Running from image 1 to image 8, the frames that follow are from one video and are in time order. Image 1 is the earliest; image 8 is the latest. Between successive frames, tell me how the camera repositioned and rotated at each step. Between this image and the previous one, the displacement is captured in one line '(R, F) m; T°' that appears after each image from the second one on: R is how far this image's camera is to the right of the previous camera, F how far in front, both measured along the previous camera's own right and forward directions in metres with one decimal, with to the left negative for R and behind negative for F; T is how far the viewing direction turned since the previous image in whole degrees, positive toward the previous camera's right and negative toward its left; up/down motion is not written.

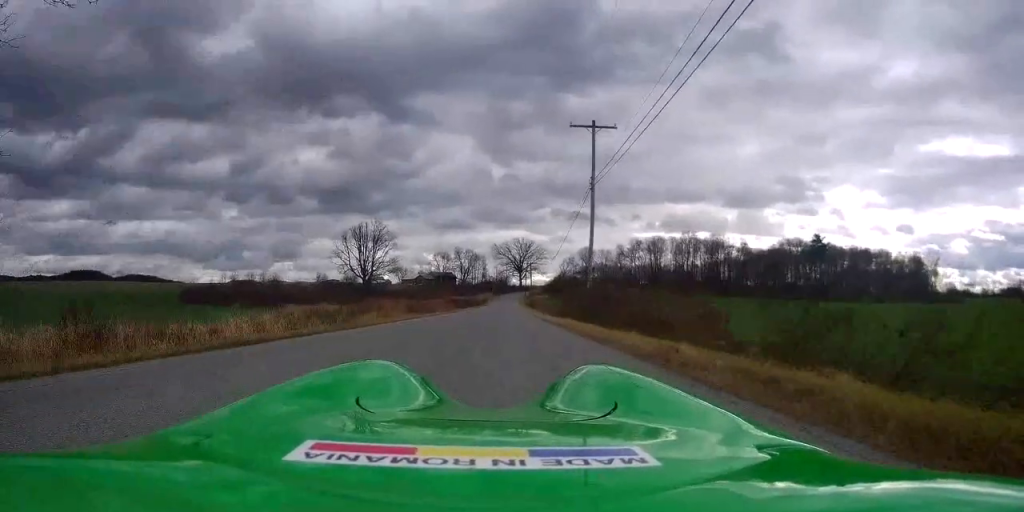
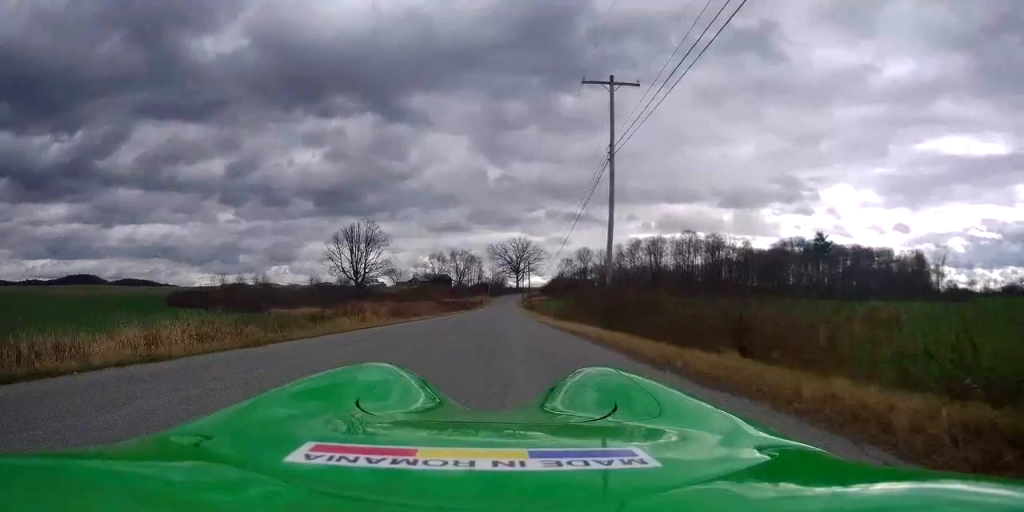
(0.0, +6.0) m; +1°
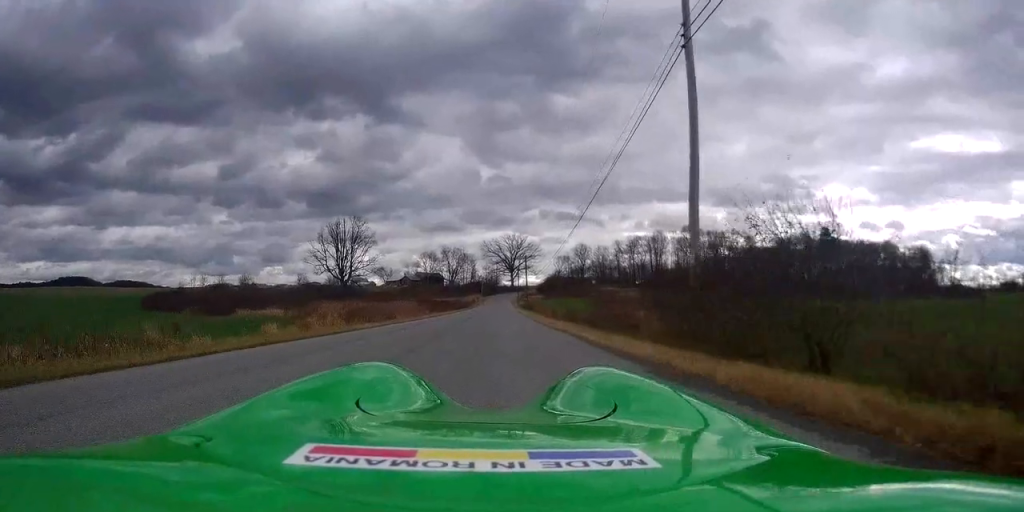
(+0.2, +10.9) m; -1°
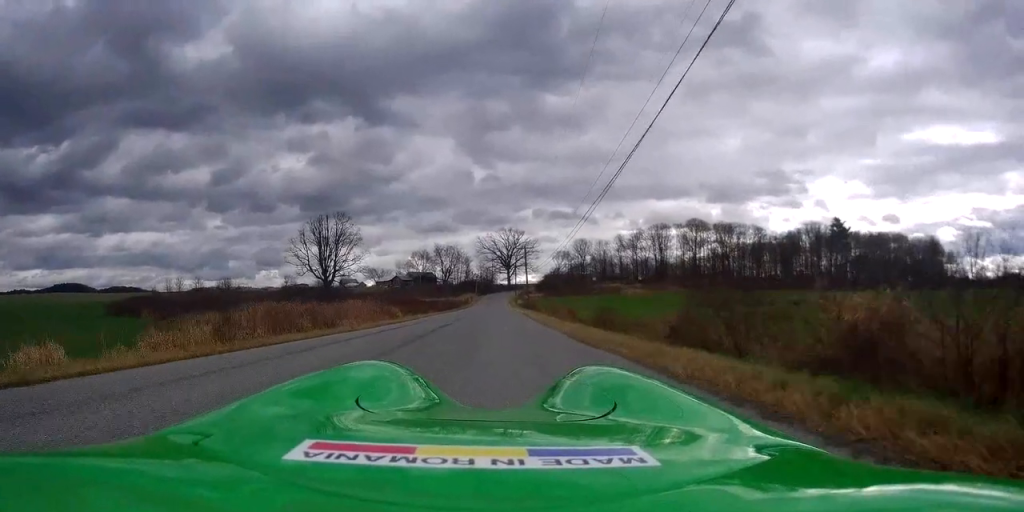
(-0.4, +14.0) m; +1°
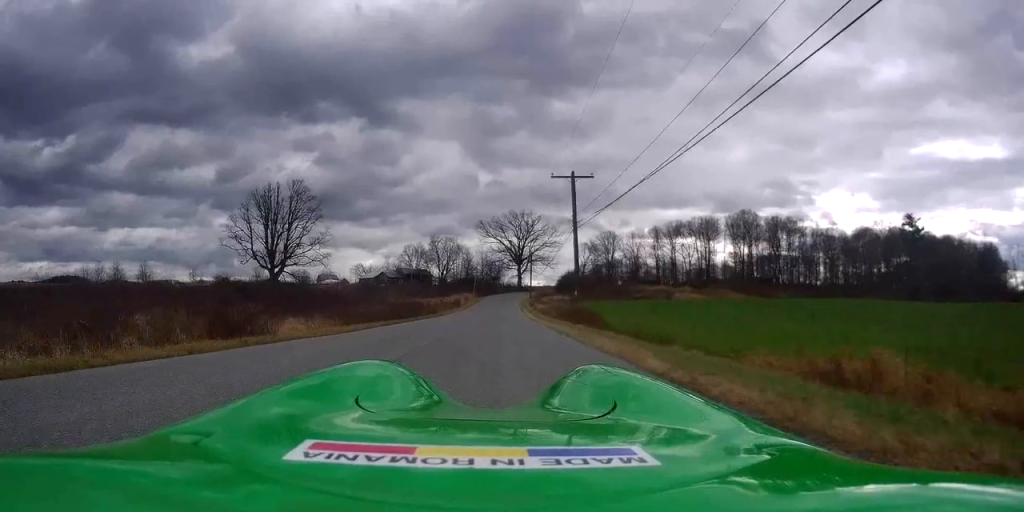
(+0.3, +46.5) m; -1°
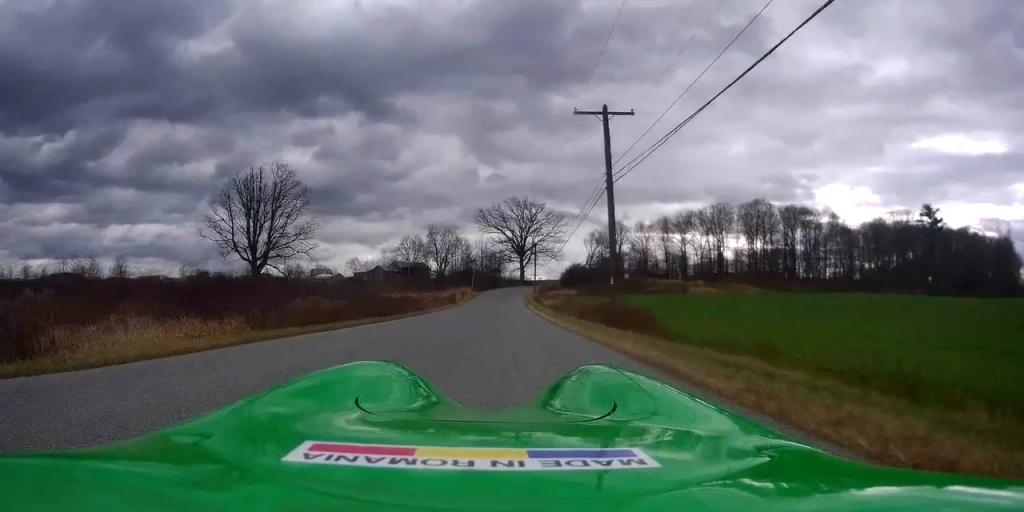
(-0.1, +10.6) m; -1°
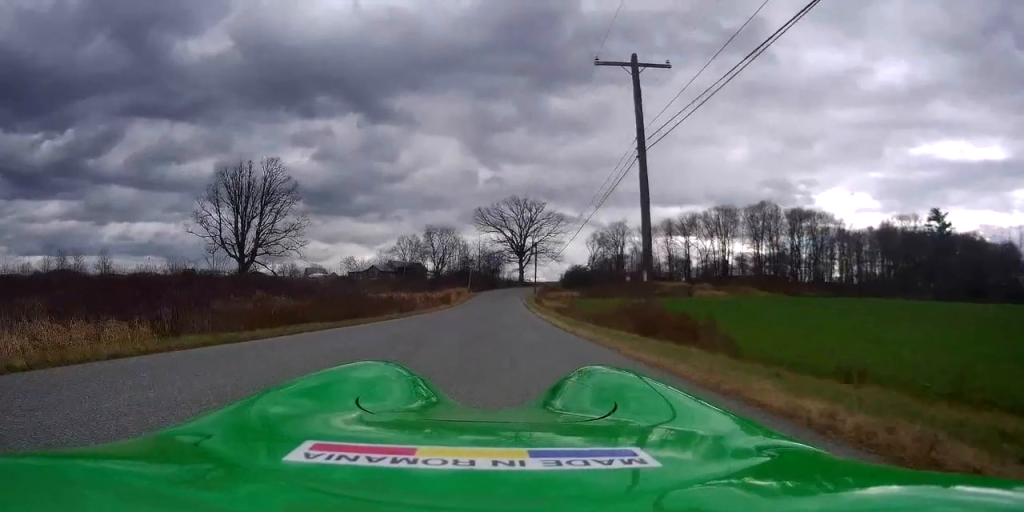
(-0.1, +5.2) m; -1°
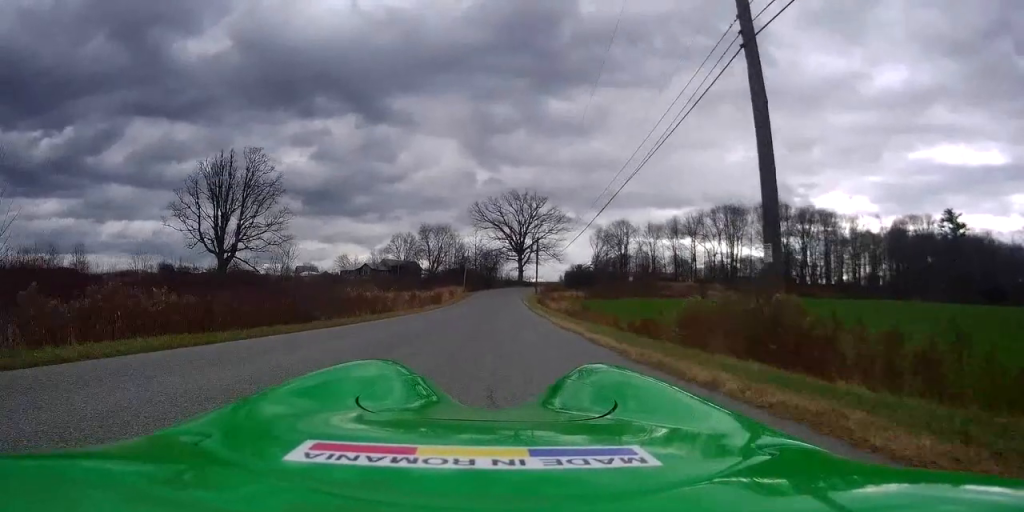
(0.0, +8.3) m; +1°
